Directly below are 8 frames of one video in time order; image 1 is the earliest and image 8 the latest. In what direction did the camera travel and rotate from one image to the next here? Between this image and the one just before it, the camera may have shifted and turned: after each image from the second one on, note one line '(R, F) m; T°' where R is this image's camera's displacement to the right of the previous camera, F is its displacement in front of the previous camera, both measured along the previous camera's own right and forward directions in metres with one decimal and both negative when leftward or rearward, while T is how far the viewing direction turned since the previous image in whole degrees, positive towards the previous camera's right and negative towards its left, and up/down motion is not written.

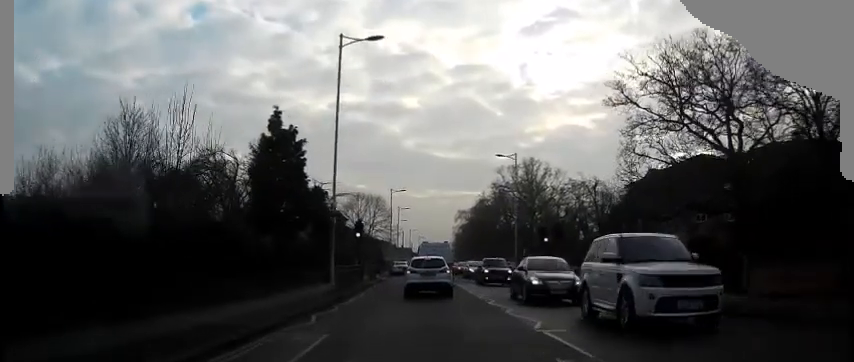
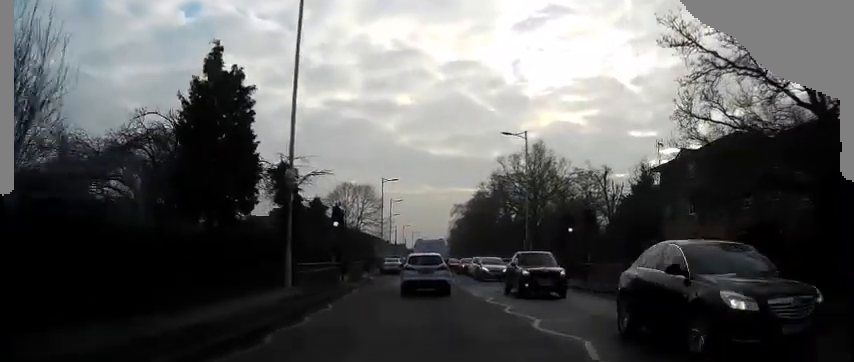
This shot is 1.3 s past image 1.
(+0.1, +8.5) m; +3°
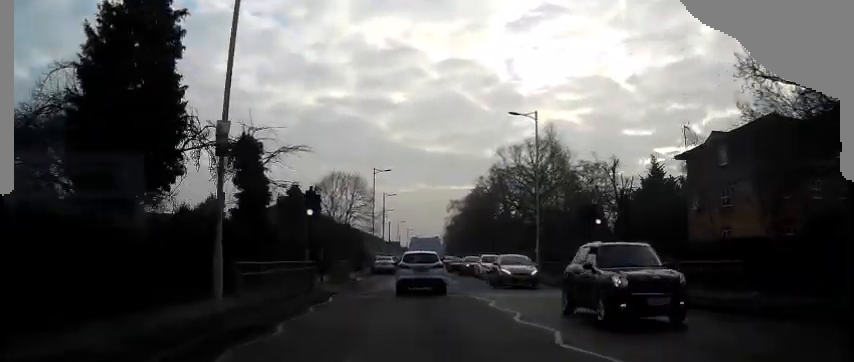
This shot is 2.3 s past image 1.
(+0.3, +6.1) m; +2°
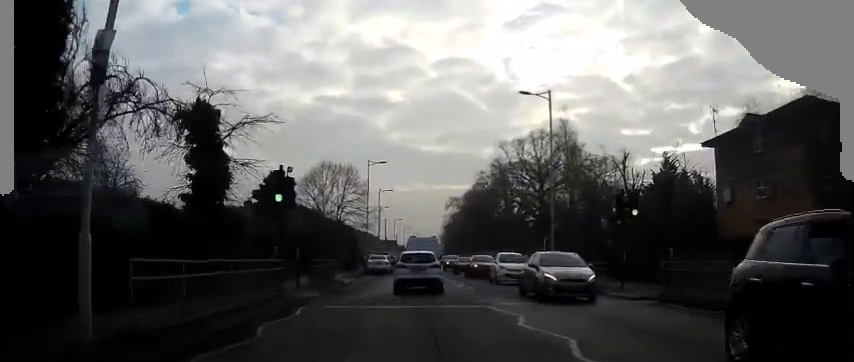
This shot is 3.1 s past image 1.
(0.0, +5.1) m; 0°
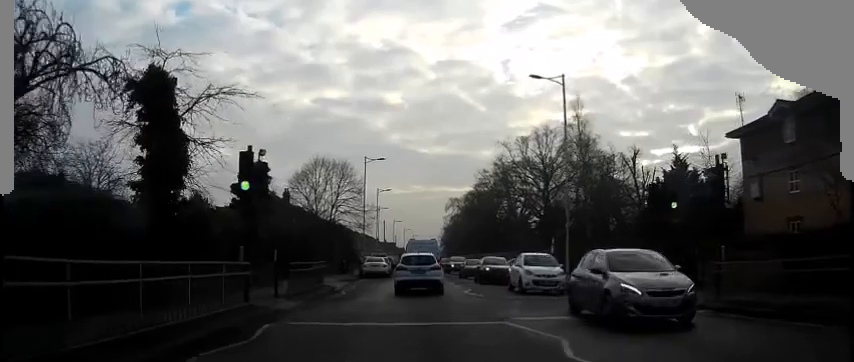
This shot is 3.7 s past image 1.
(0.0, +3.8) m; 0°
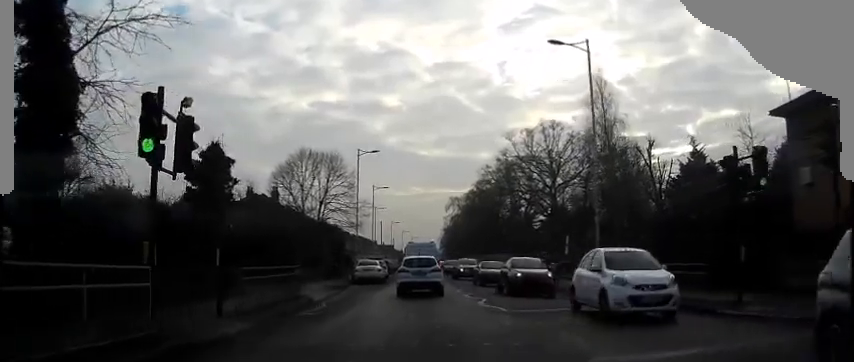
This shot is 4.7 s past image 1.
(+0.1, +5.6) m; +1°
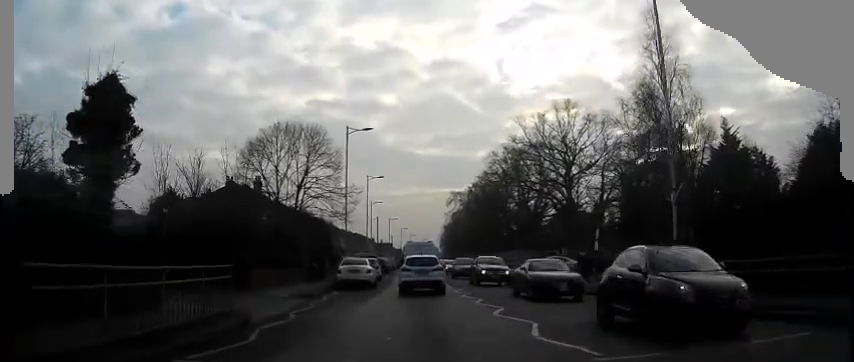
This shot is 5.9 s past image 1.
(-0.1, +8.2) m; -1°
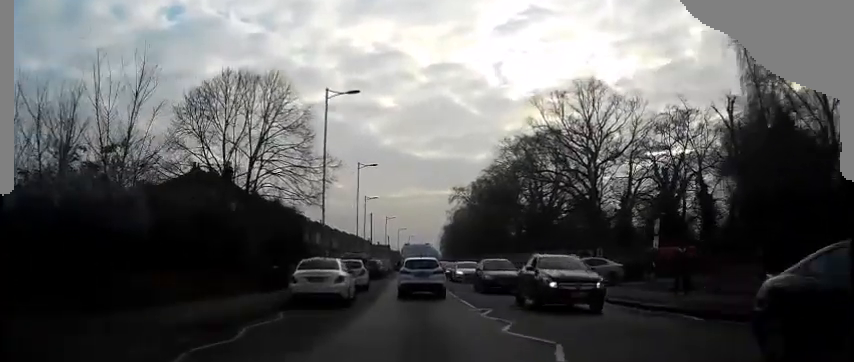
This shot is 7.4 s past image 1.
(-0.2, +10.5) m; -1°
